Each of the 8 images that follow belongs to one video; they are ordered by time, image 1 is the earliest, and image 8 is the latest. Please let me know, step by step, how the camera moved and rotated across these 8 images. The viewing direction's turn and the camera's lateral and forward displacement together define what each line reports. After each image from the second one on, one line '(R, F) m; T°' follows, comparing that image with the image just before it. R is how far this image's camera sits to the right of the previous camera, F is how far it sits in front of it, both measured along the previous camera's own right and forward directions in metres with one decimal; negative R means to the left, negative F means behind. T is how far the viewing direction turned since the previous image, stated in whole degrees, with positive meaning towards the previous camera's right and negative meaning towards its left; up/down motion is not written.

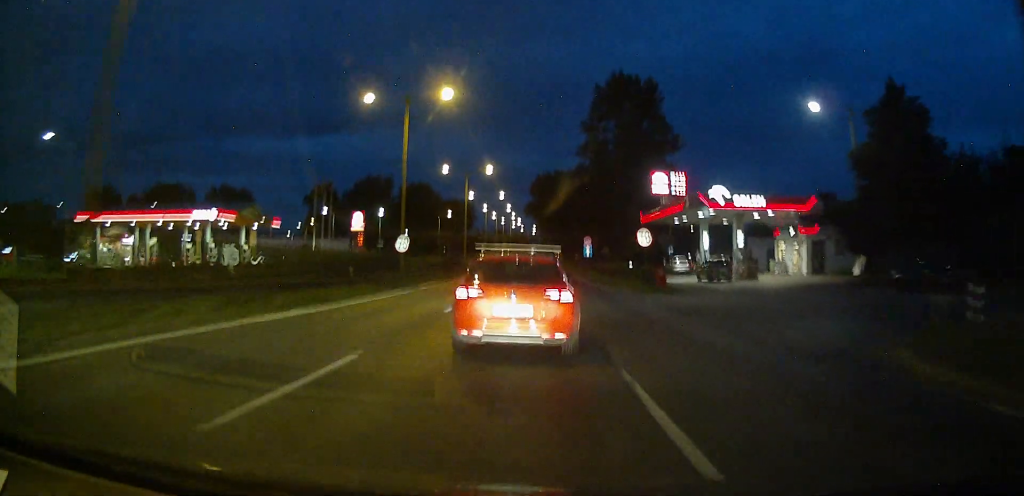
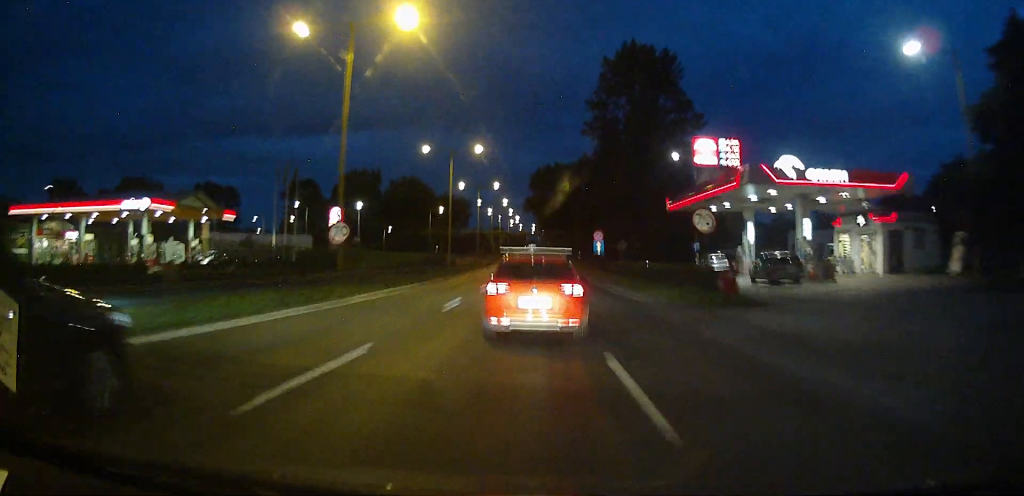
(0.0, +12.4) m; 0°
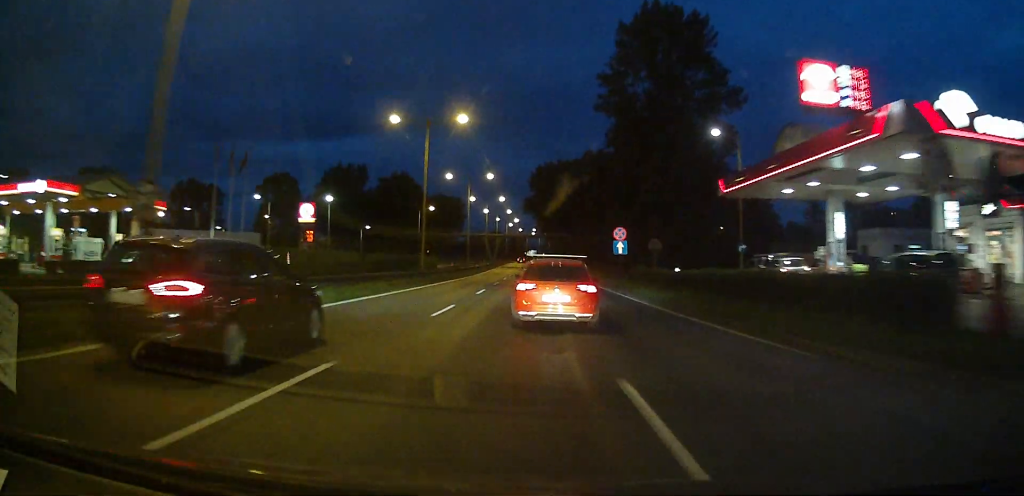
(0.0, +13.8) m; 0°
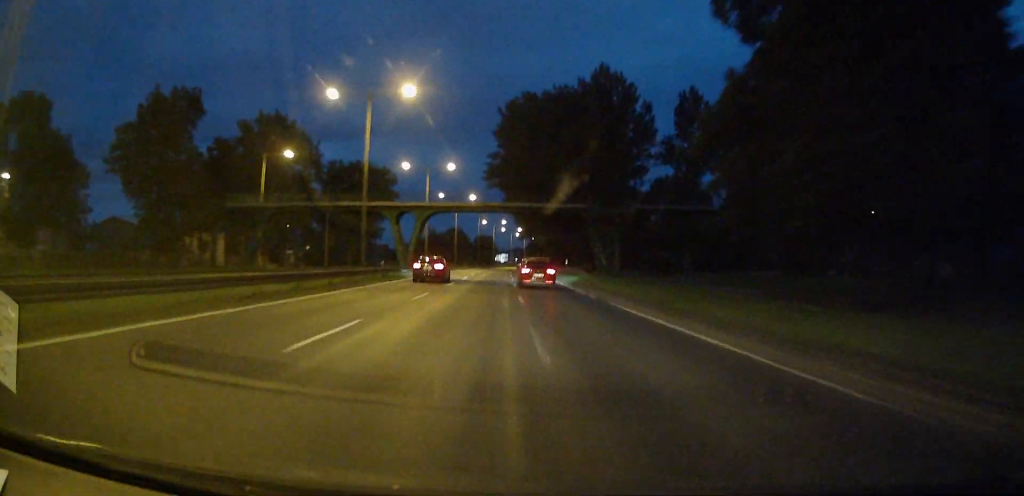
(+0.1, +66.7) m; +2°
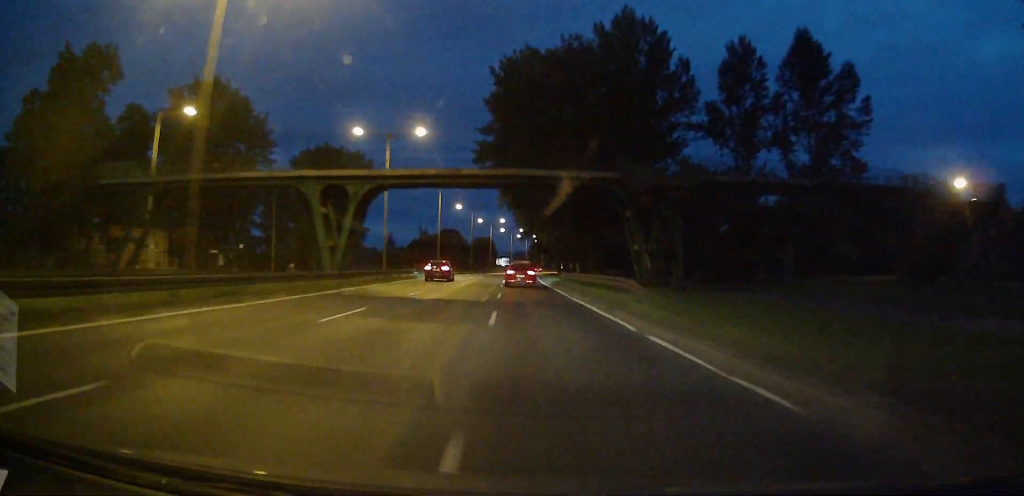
(+0.1, +19.8) m; +1°
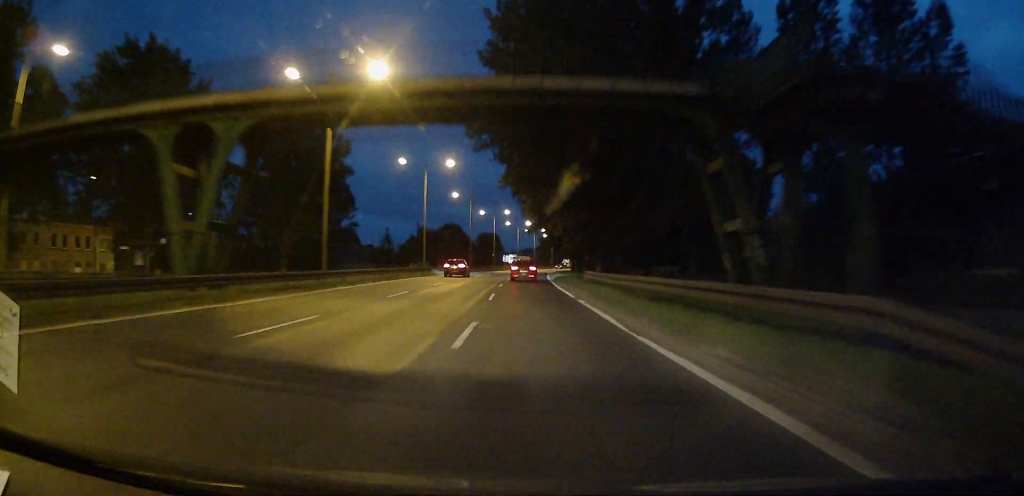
(0.0, +15.6) m; 0°
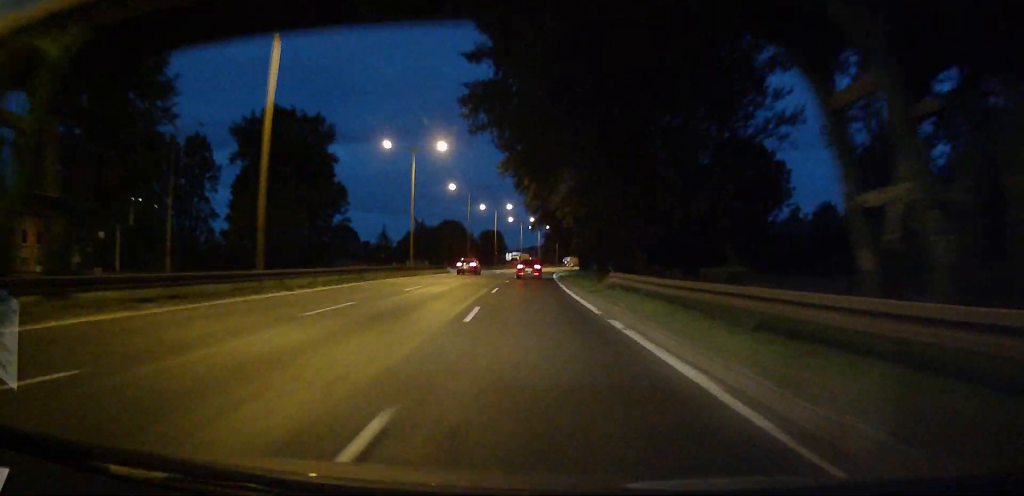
(+0.2, +8.5) m; 0°
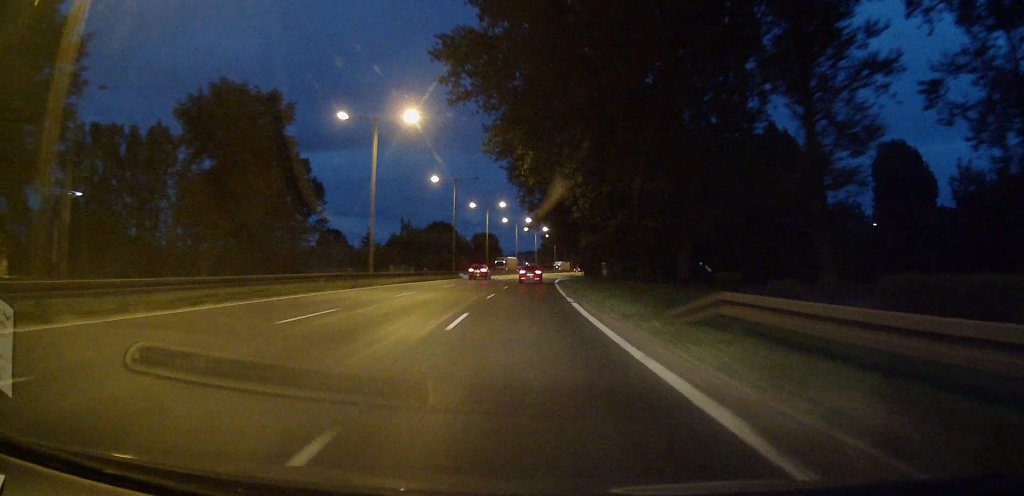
(+0.1, +12.8) m; -1°
